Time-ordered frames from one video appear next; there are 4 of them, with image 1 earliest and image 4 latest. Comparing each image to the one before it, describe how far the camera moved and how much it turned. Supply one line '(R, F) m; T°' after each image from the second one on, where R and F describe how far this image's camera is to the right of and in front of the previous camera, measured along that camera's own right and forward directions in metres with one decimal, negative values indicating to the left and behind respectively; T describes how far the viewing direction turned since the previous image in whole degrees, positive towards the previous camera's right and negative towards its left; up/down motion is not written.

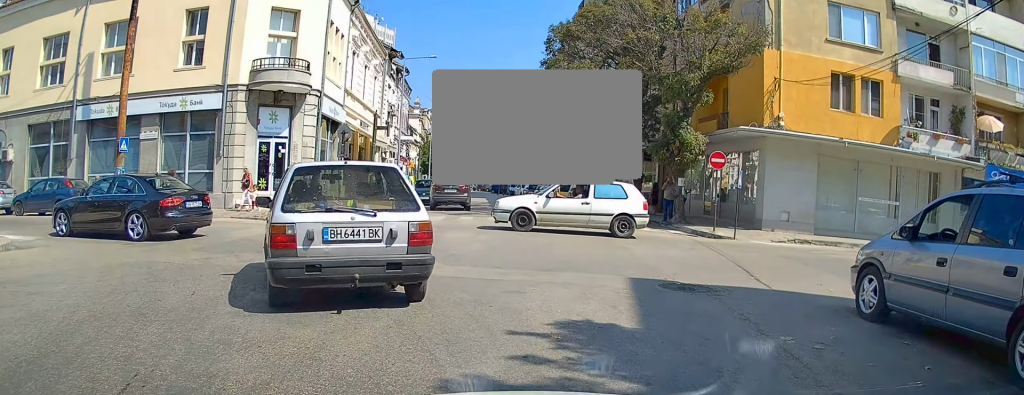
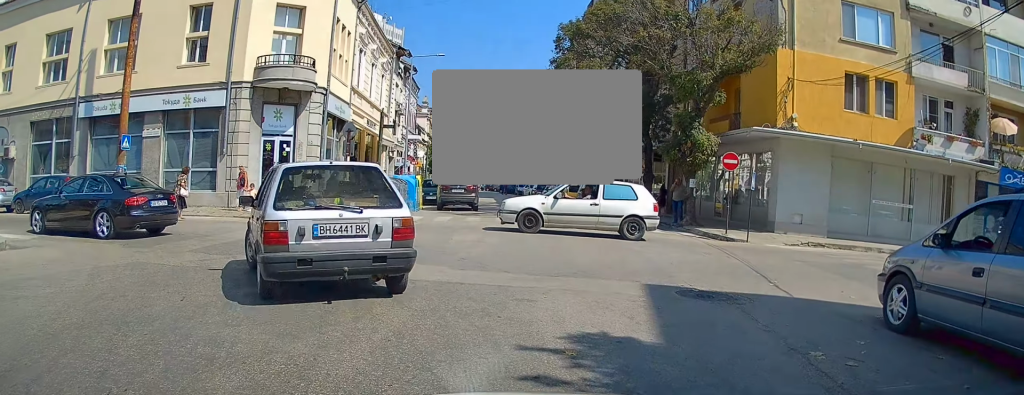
(-0.1, +0.4) m; 0°
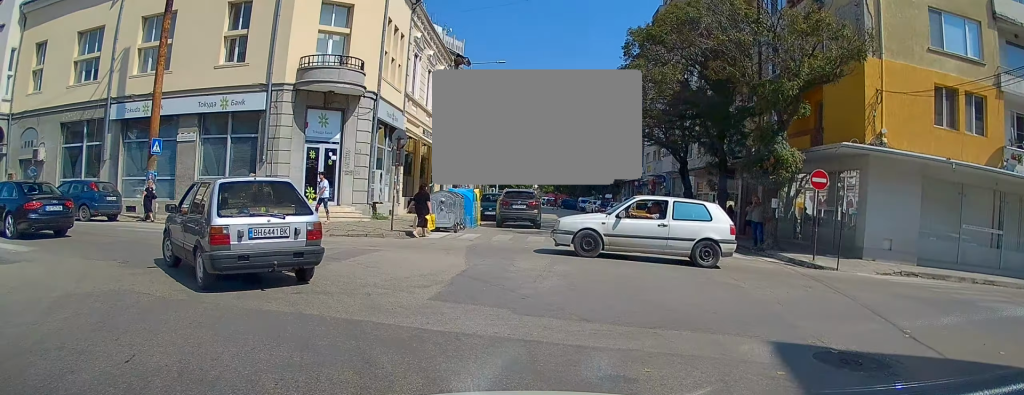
(-0.3, +1.0) m; -8°
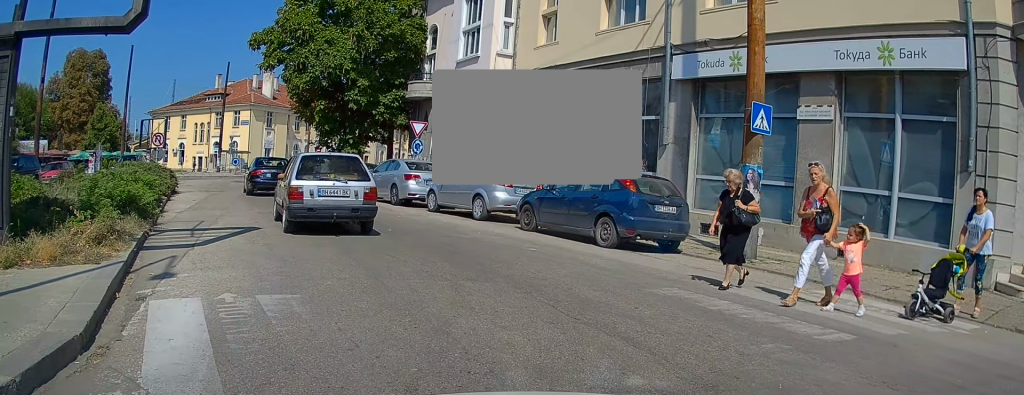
(-5.2, +8.3) m; -45°
